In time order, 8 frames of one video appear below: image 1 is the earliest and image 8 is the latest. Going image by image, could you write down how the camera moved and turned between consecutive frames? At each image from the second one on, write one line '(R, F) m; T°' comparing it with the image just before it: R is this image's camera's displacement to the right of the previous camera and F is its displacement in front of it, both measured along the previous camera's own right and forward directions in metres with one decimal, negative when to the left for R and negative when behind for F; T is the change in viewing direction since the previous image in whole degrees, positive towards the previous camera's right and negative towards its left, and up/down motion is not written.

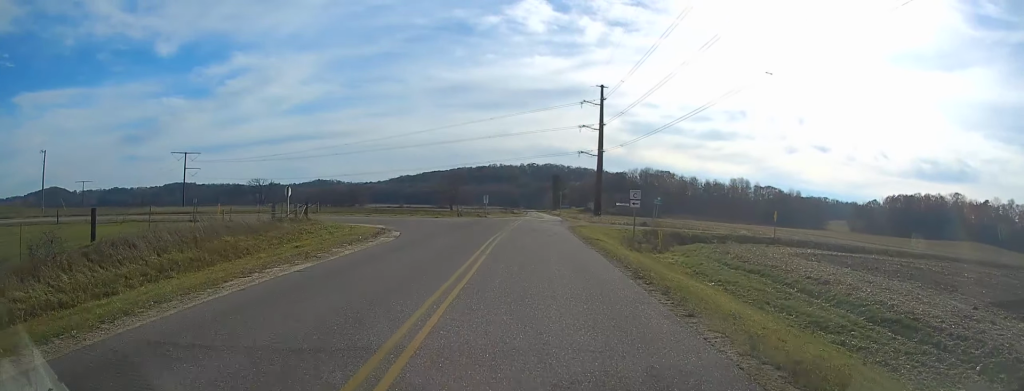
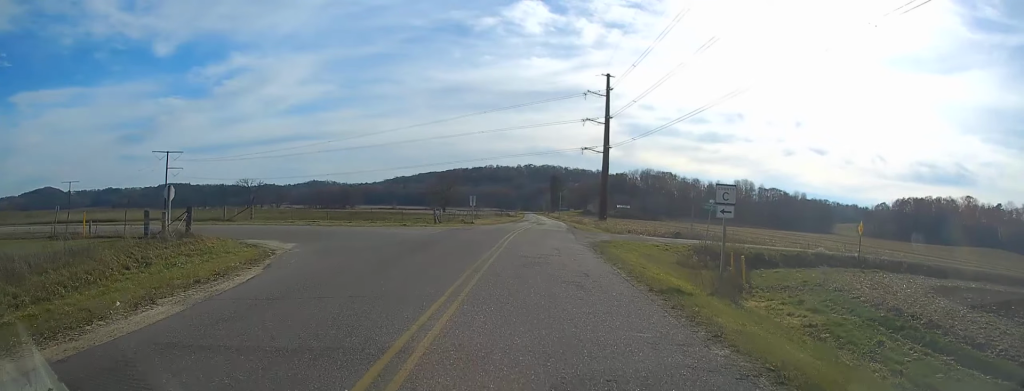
(0.0, +16.8) m; 0°
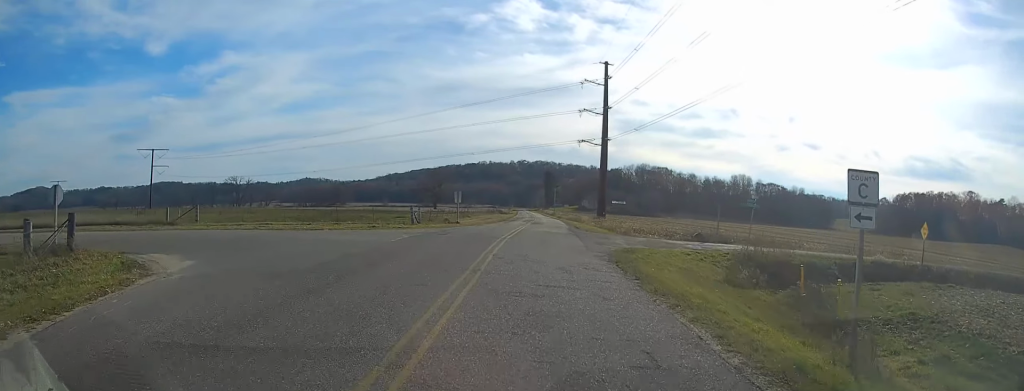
(0.0, +8.5) m; 0°
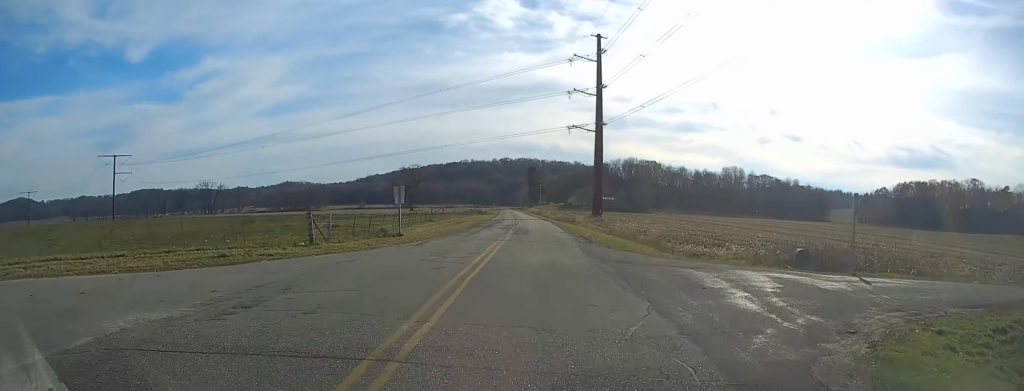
(0.0, +19.8) m; +2°
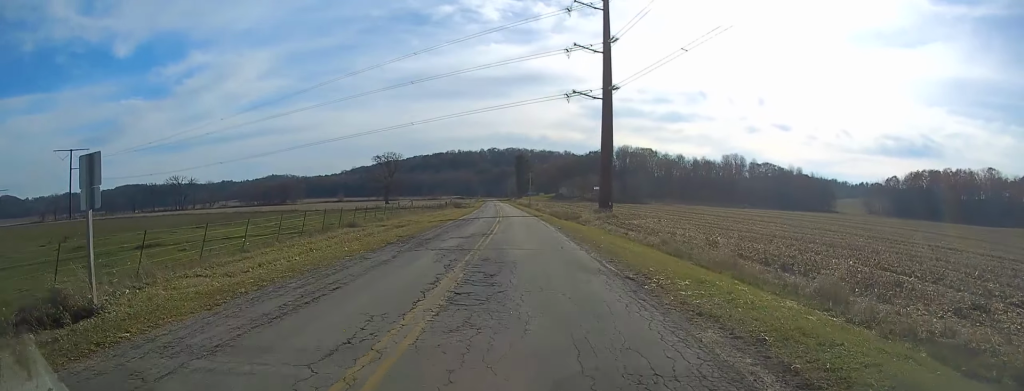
(+0.8, +26.4) m; +2°
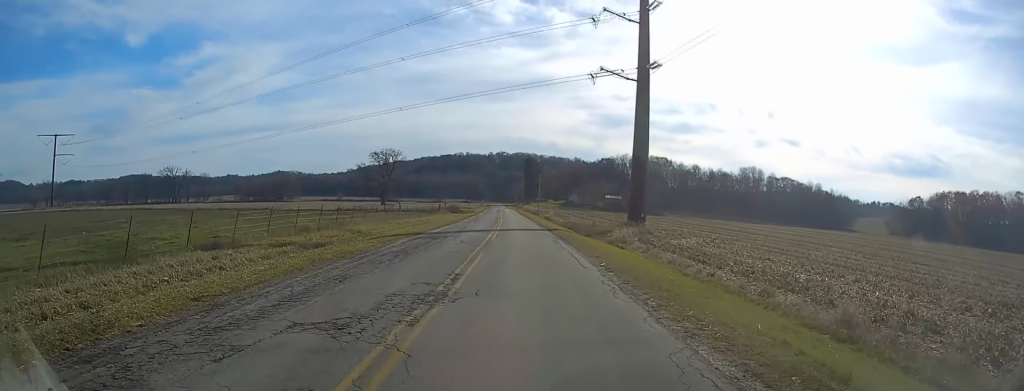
(-0.1, +18.7) m; -2°
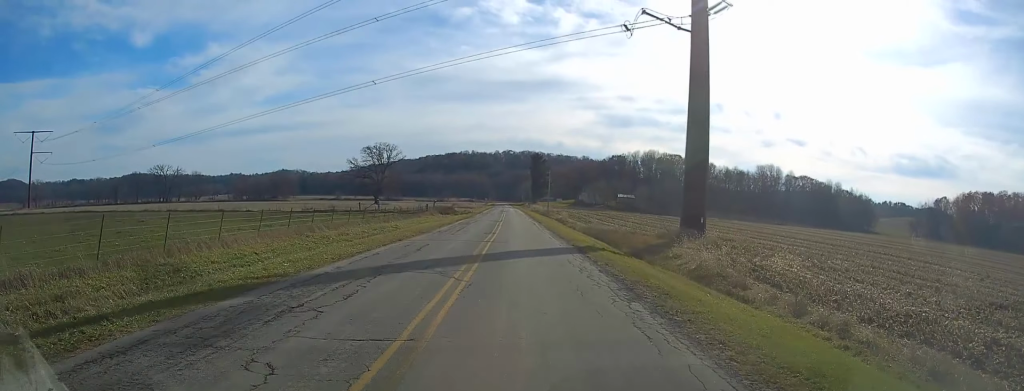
(-0.4, +20.0) m; 0°
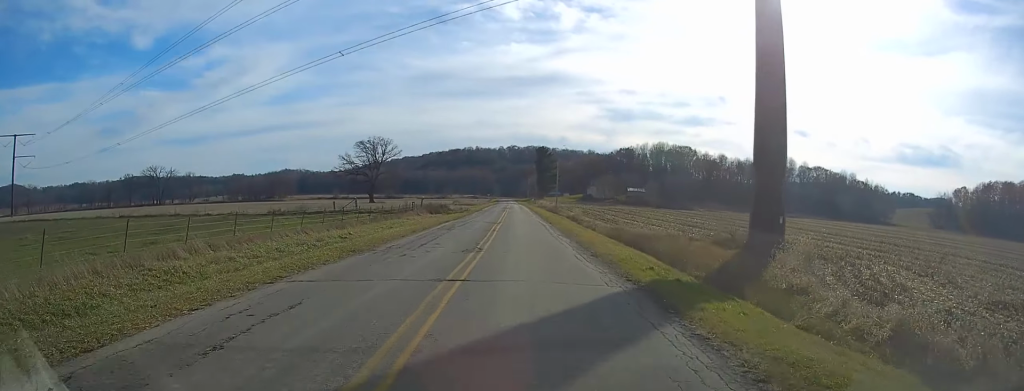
(+0.5, +13.8) m; 0°
